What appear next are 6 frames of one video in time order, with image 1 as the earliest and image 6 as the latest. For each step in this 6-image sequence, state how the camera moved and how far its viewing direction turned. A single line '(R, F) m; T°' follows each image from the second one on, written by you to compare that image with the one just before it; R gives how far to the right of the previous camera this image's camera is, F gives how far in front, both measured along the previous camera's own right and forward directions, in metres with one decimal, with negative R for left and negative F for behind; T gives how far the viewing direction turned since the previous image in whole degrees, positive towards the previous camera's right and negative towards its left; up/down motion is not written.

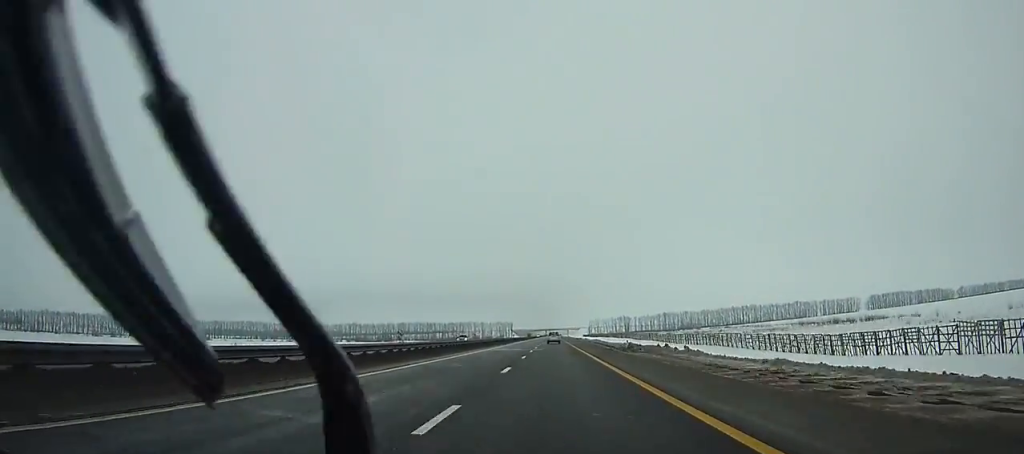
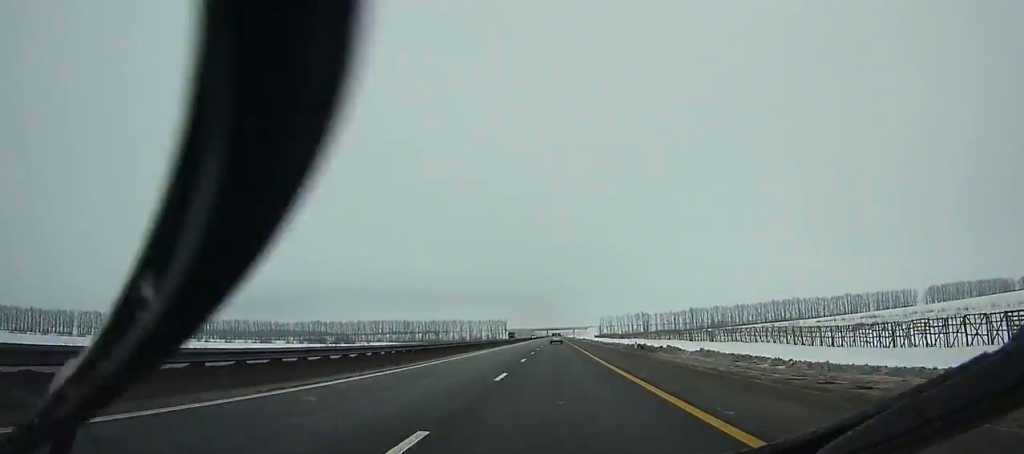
(+0.1, +111.3) m; 0°
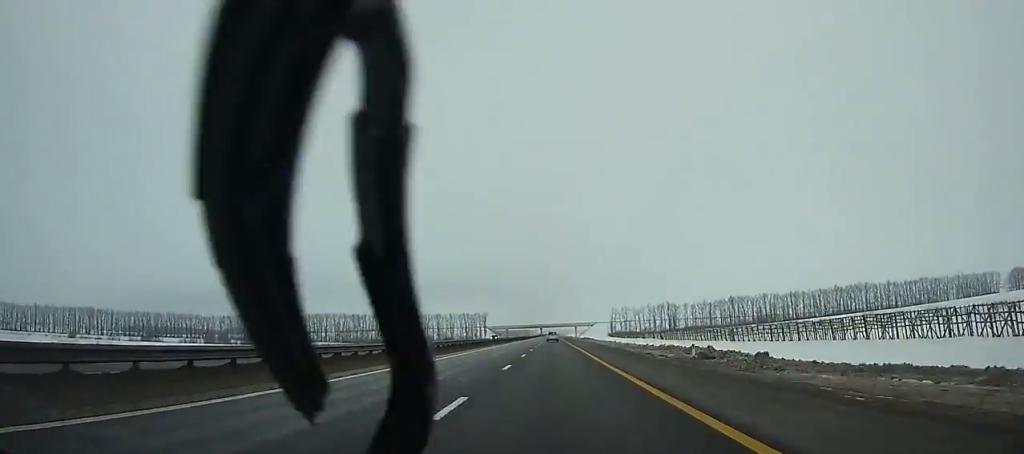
(+0.5, +125.3) m; 0°
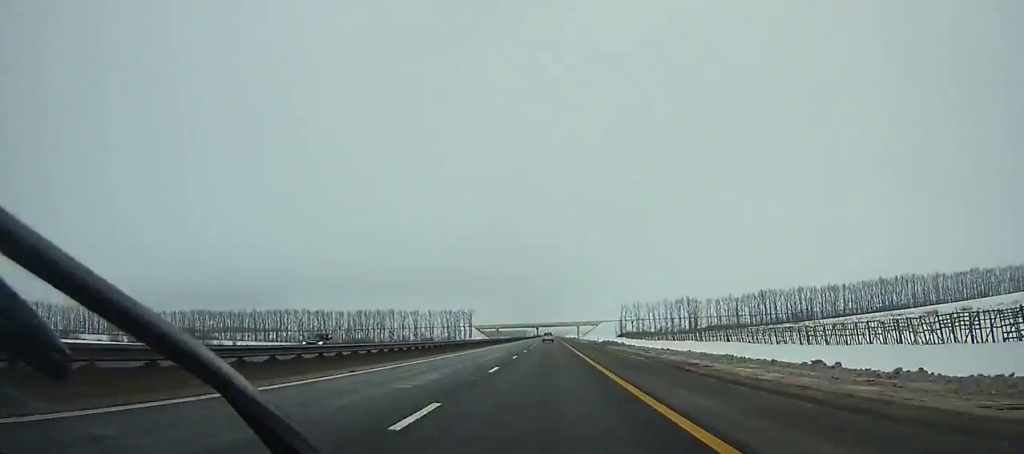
(-0.1, +61.6) m; 0°
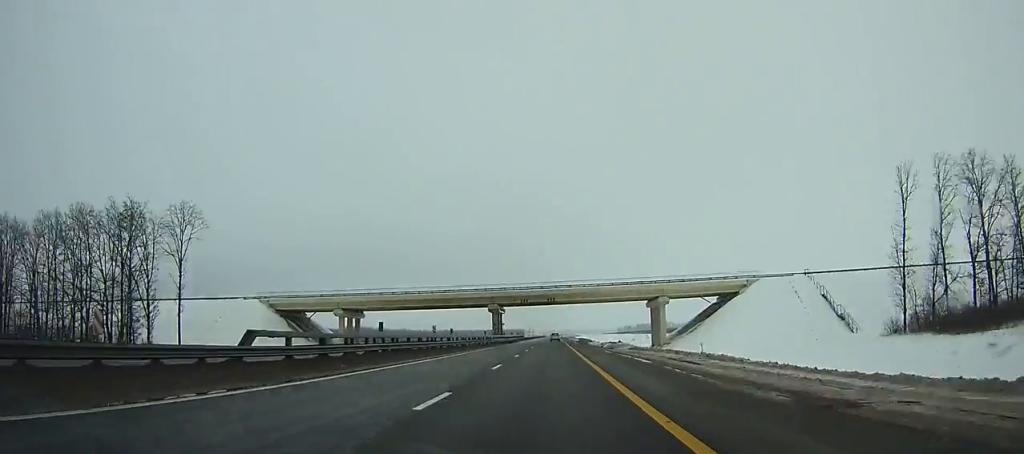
(+0.4, +259.8) m; 0°
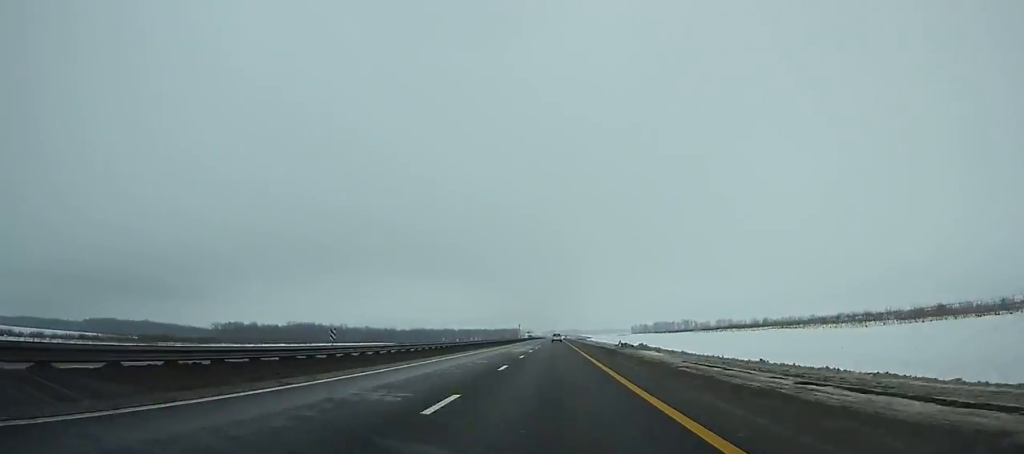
(-0.9, +166.4) m; 0°
